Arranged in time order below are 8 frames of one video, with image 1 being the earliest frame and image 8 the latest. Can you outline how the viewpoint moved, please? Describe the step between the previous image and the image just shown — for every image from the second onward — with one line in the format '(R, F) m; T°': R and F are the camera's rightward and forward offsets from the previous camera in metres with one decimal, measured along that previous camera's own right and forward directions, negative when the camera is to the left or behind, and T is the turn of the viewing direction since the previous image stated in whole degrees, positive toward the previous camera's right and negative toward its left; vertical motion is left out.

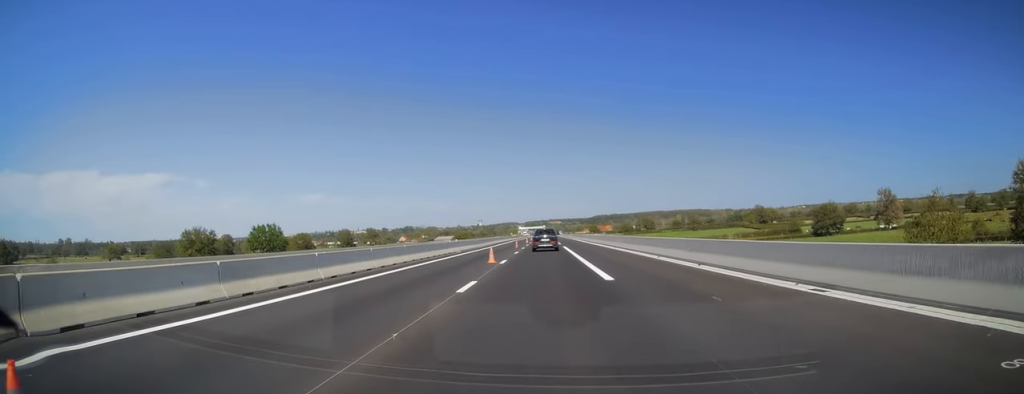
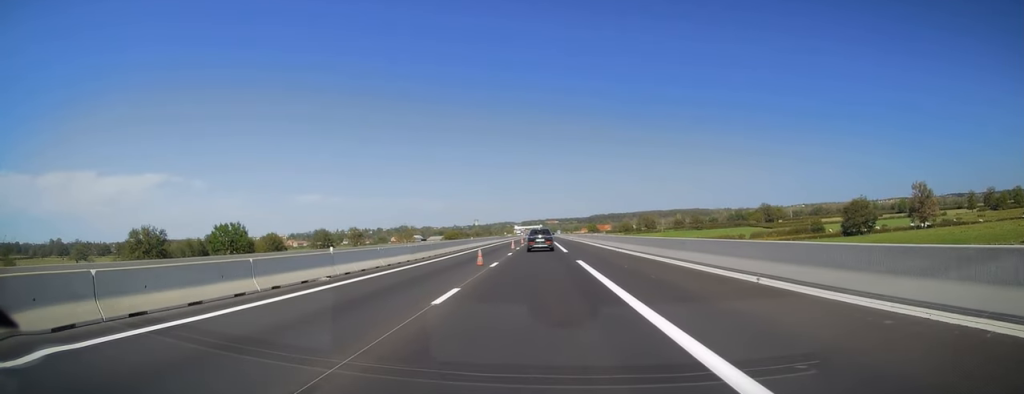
(+0.2, +28.1) m; -1°
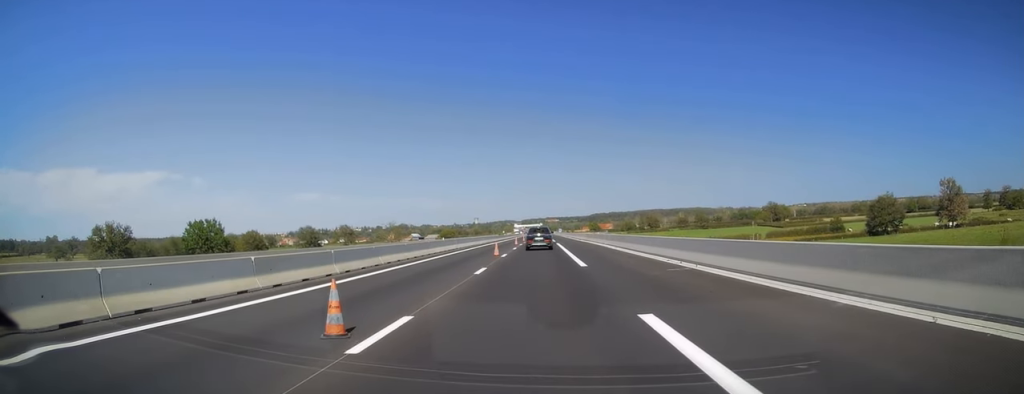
(-0.4, +17.8) m; 0°
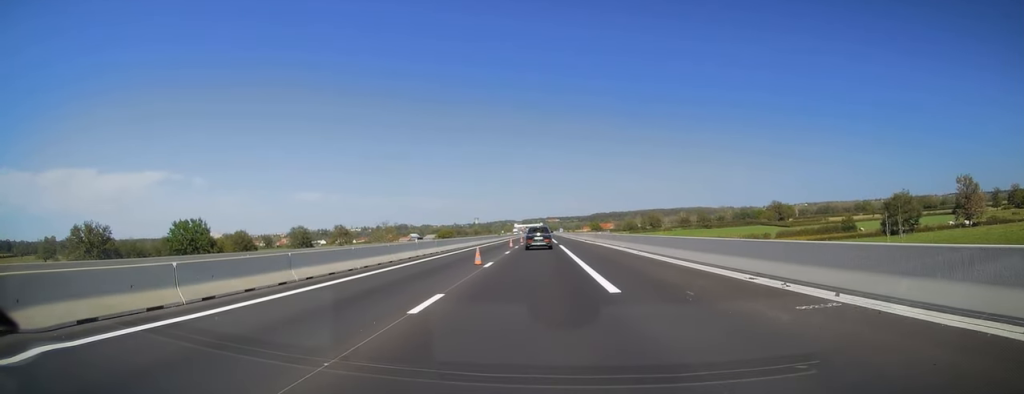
(+0.1, +9.6) m; 0°
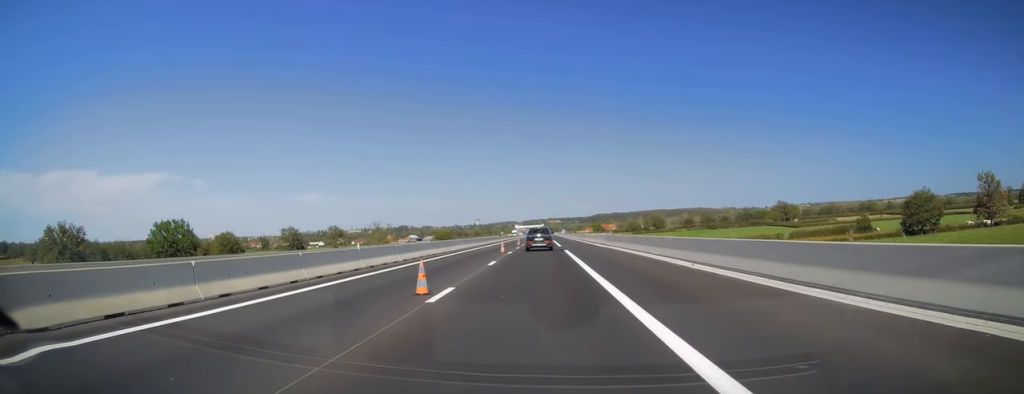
(+0.3, +11.2) m; 0°
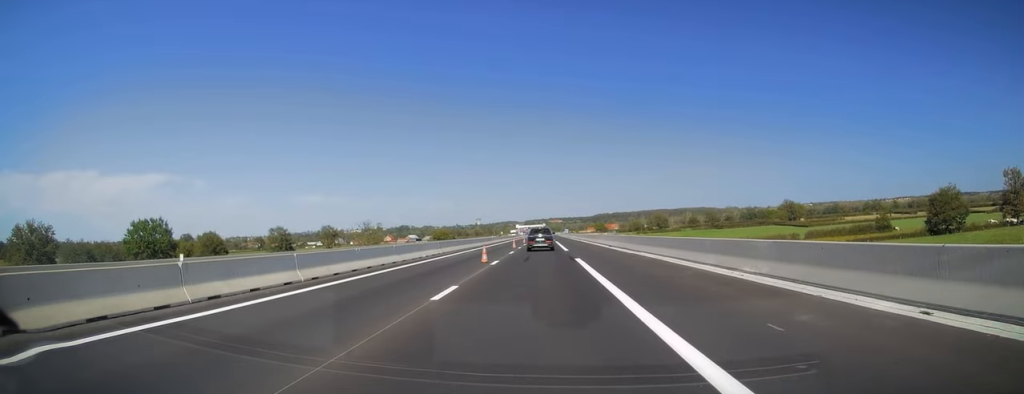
(-0.2, +12.5) m; 0°
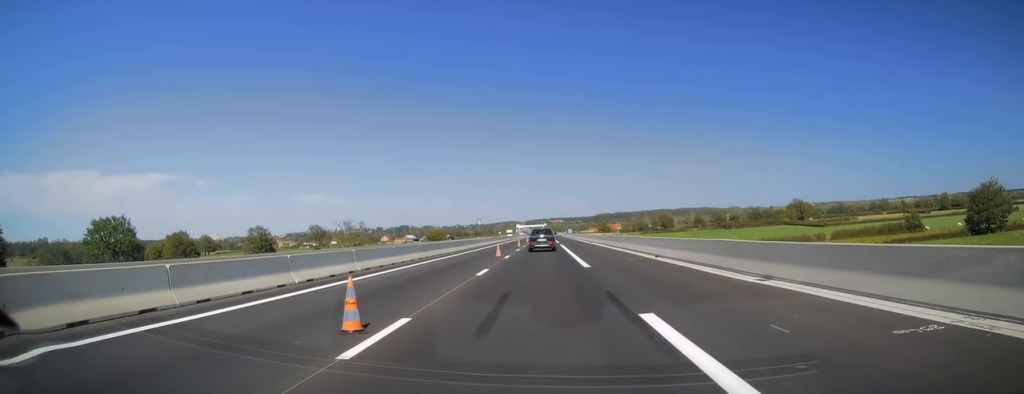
(0.0, +18.6) m; 0°
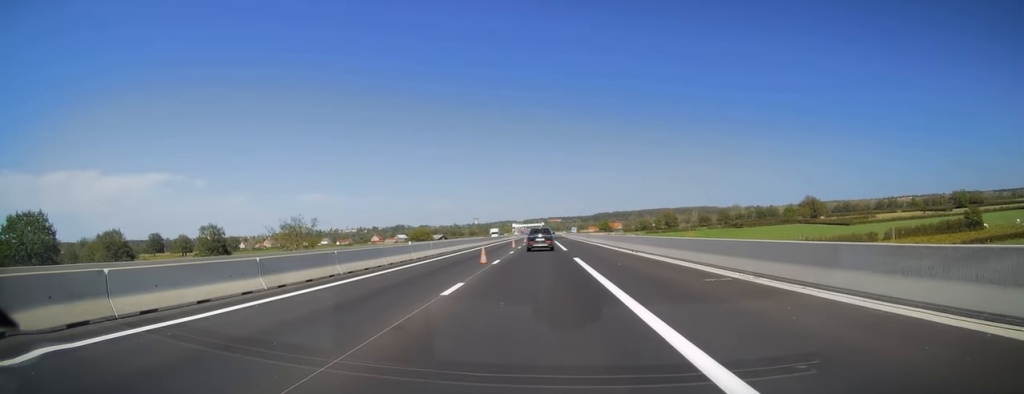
(+0.4, +31.9) m; 0°
